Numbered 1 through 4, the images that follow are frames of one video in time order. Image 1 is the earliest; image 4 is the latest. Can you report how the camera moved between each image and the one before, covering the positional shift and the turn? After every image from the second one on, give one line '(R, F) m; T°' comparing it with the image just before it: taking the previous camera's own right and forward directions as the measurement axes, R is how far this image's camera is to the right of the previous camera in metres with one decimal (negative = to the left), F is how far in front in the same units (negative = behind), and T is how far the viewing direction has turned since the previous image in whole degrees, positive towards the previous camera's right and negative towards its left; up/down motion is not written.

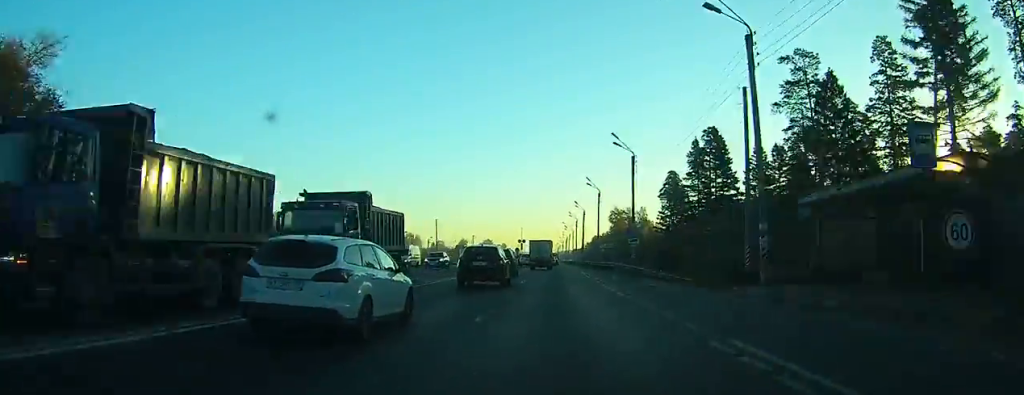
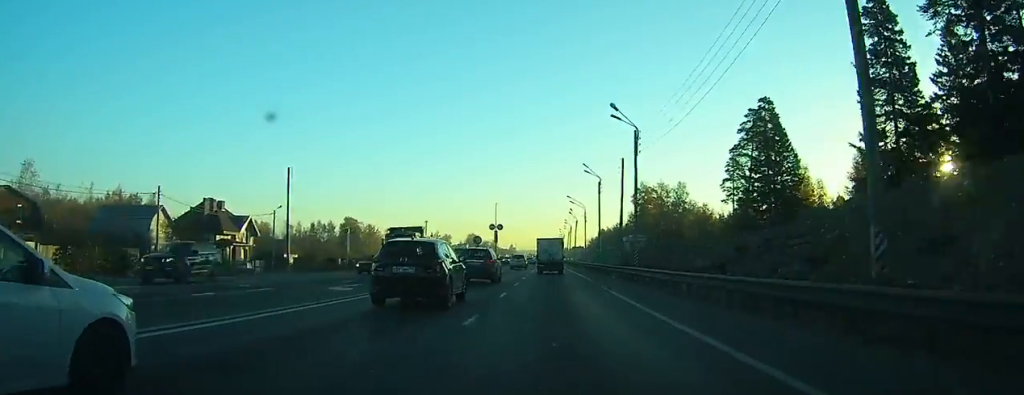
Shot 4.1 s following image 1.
(-0.3, +65.3) m; -1°
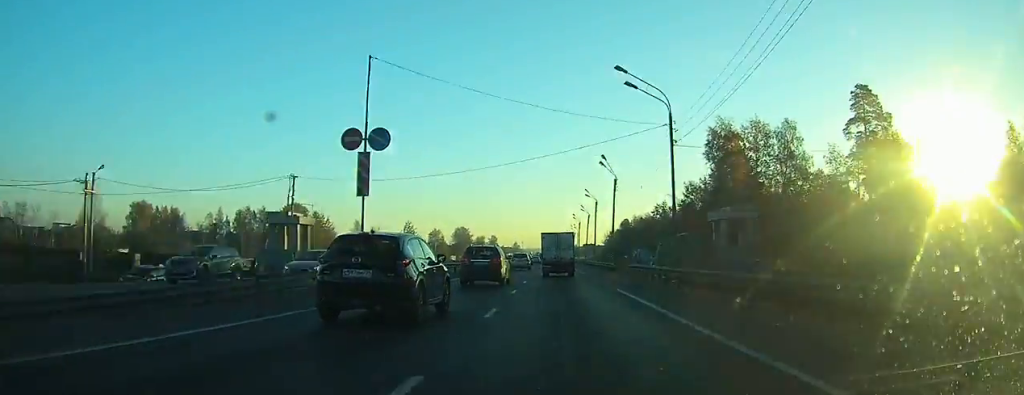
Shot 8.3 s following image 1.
(0.0, +63.1) m; 0°
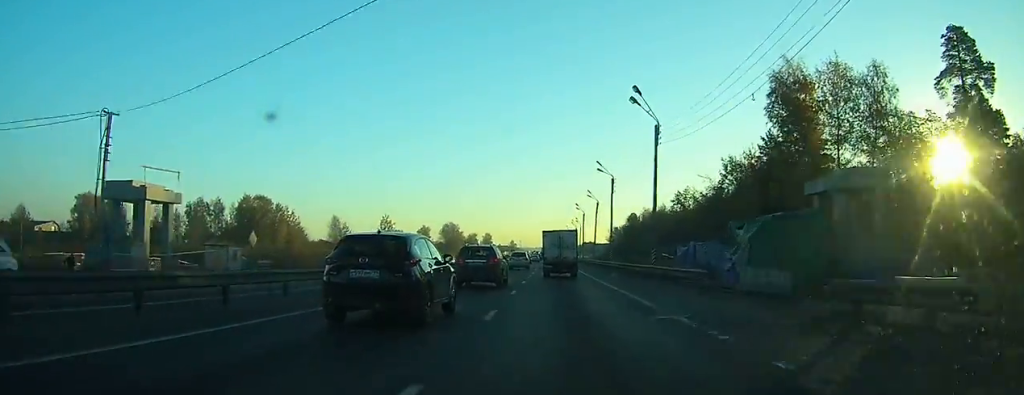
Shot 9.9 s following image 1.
(0.0, +26.0) m; 0°
